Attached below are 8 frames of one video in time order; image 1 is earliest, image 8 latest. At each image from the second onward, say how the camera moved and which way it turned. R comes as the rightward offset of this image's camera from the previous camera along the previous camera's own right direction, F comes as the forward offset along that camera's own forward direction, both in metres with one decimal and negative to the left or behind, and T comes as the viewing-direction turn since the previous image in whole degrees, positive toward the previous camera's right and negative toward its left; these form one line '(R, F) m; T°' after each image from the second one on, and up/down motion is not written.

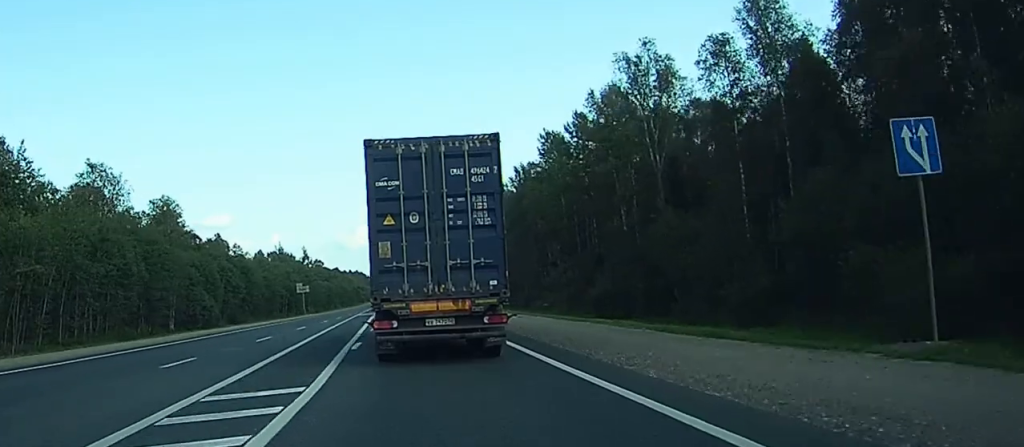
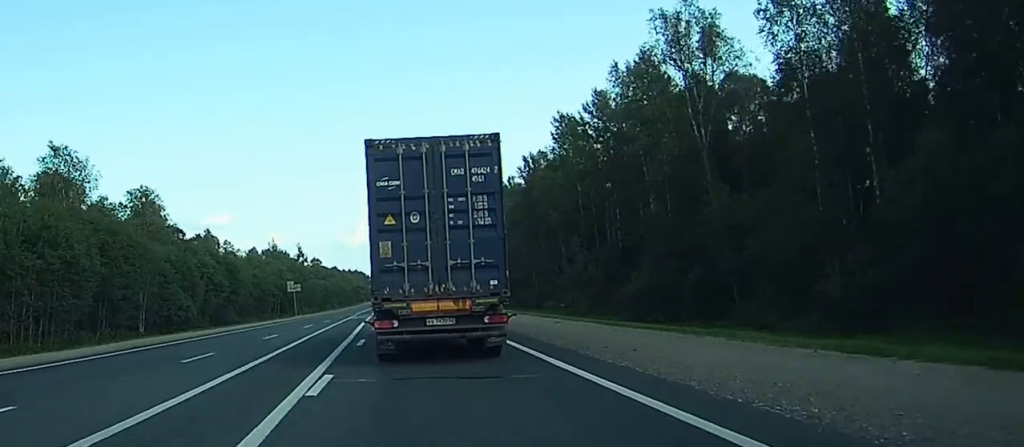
(0.0, +10.4) m; 0°
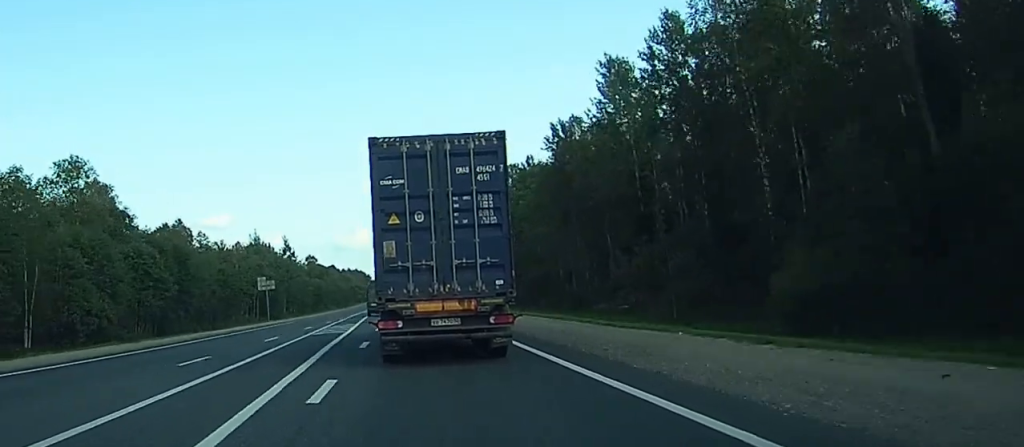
(0.0, +24.5) m; 0°
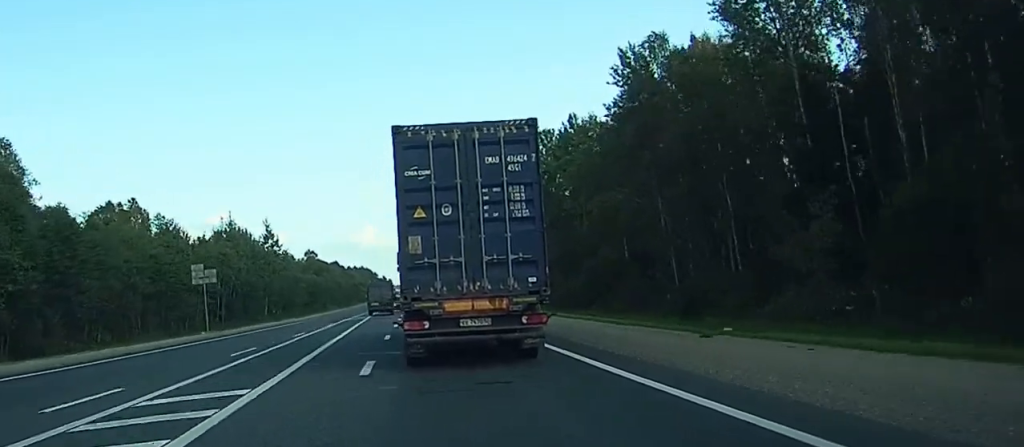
(0.0, +31.9) m; 0°
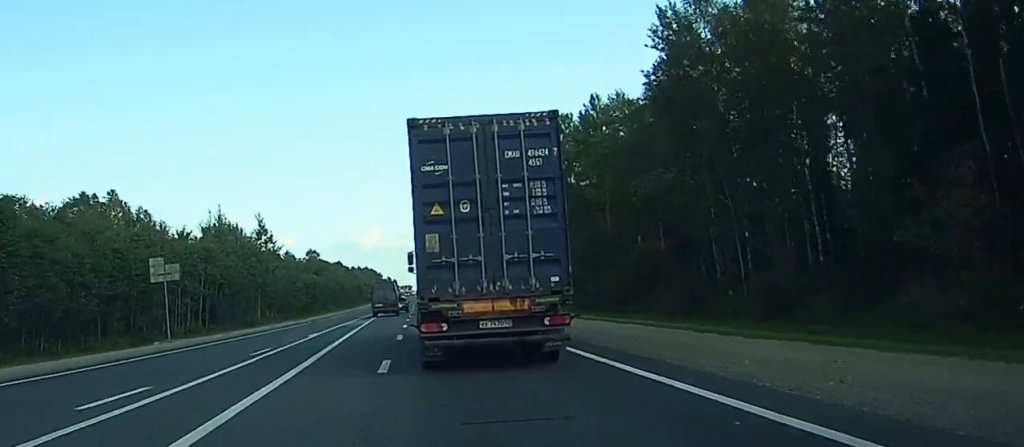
(0.0, +11.3) m; 0°
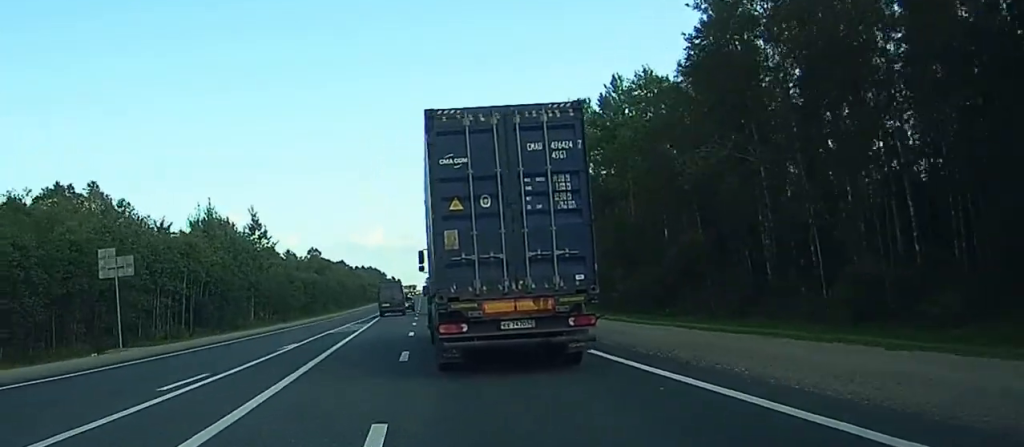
(0.0, +9.2) m; 0°
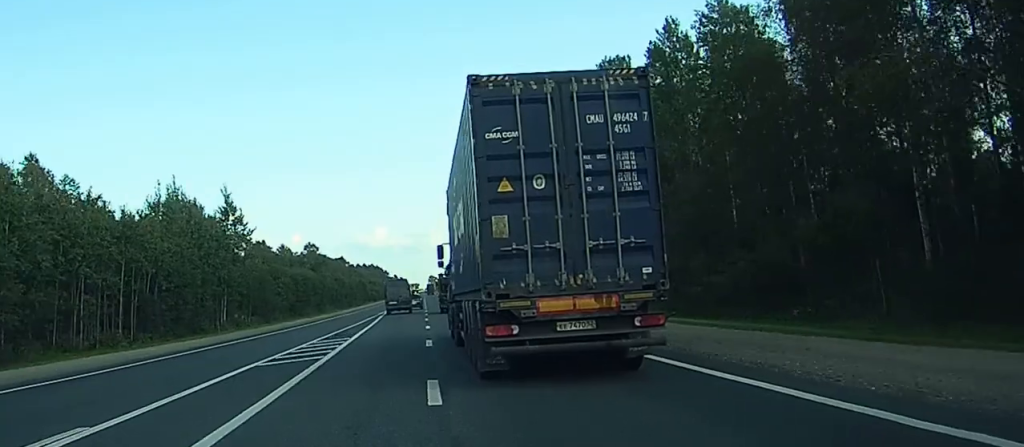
(0.0, +19.7) m; 0°
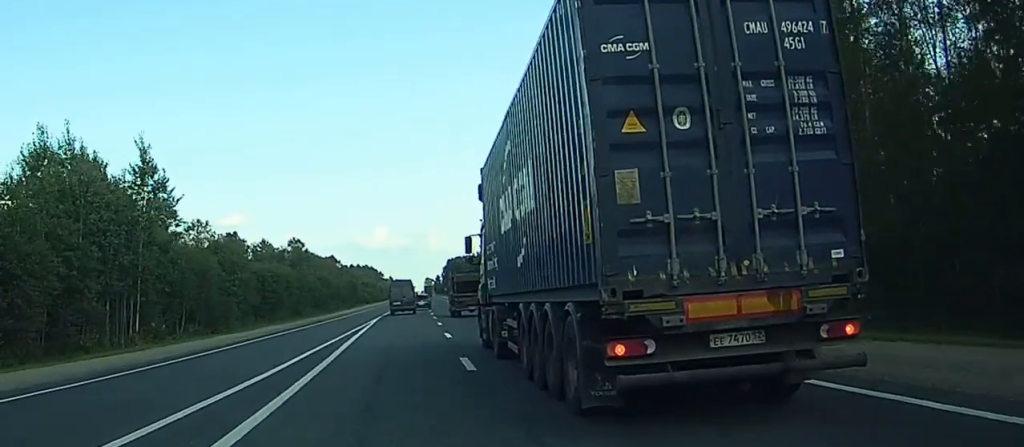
(0.0, +31.0) m; 0°
